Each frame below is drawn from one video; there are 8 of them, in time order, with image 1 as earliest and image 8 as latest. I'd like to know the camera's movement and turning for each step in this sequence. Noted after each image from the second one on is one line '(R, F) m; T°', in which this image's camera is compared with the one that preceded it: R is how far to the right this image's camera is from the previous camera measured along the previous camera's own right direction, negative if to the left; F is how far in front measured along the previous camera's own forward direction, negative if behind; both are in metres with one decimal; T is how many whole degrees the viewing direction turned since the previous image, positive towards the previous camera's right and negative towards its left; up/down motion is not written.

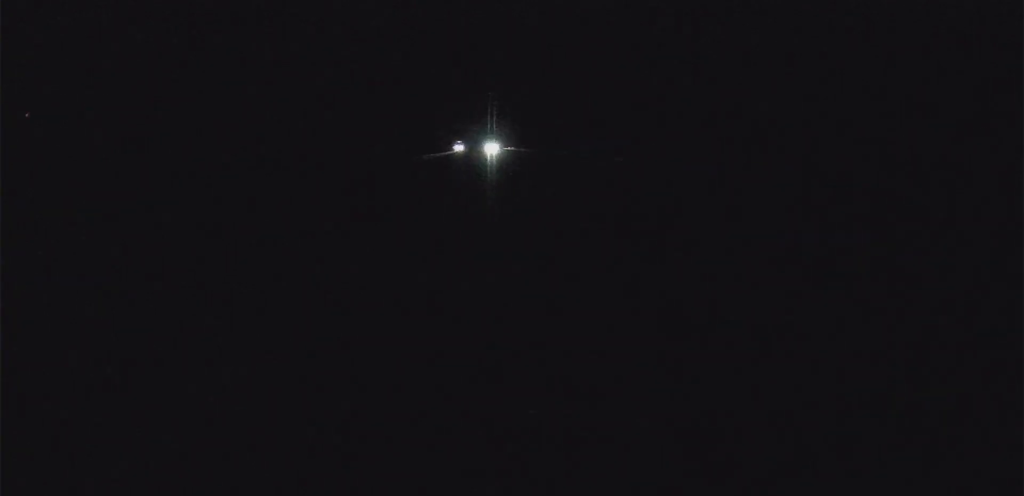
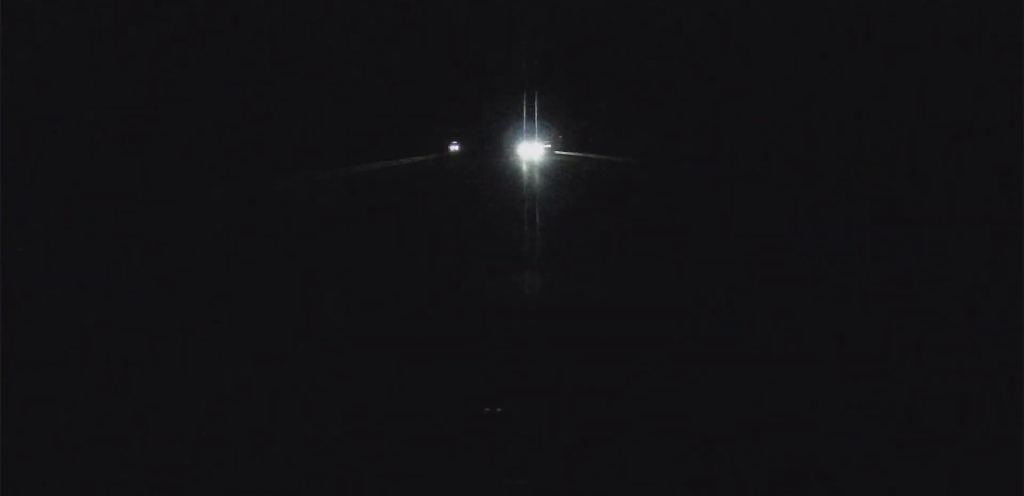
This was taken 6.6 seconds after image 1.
(+11.9, +172.2) m; +7°
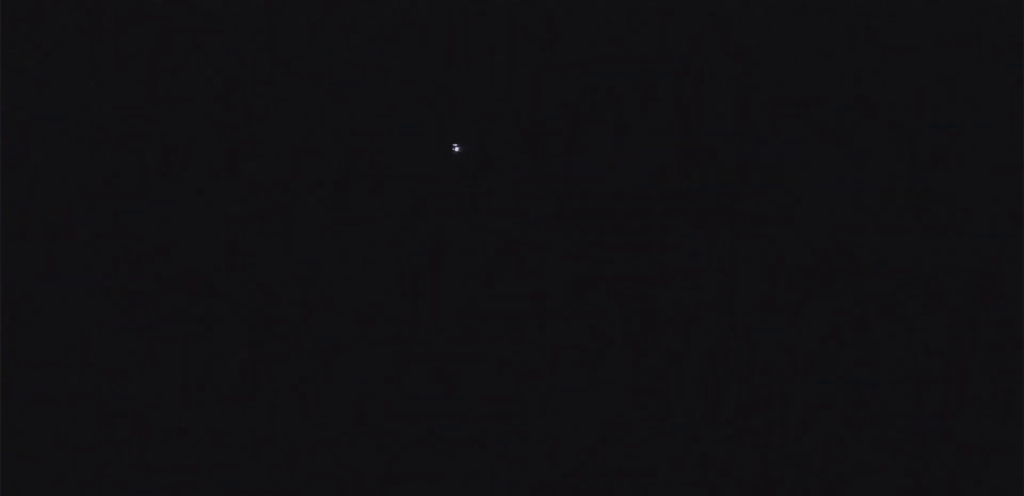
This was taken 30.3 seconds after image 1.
(+130.6, +637.8) m; +19°
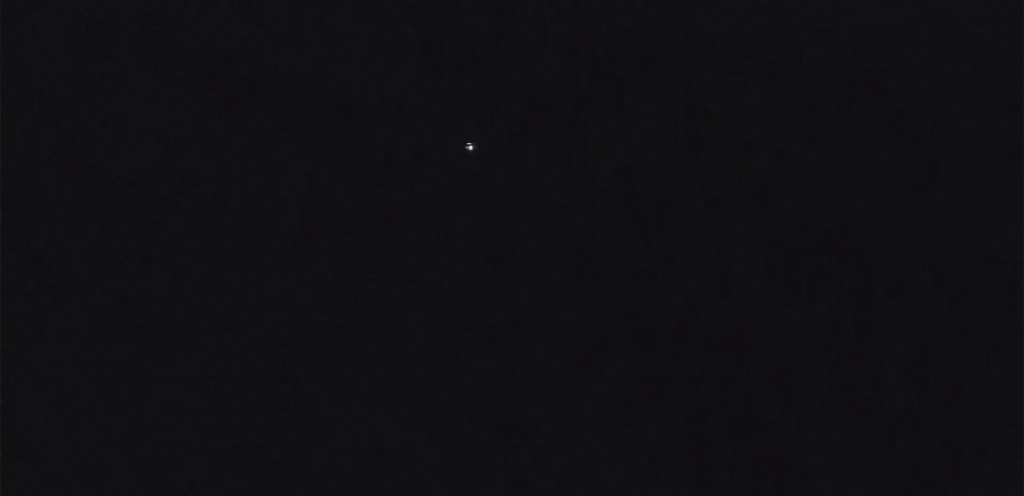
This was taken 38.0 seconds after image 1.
(+8.0, +231.7) m; +2°
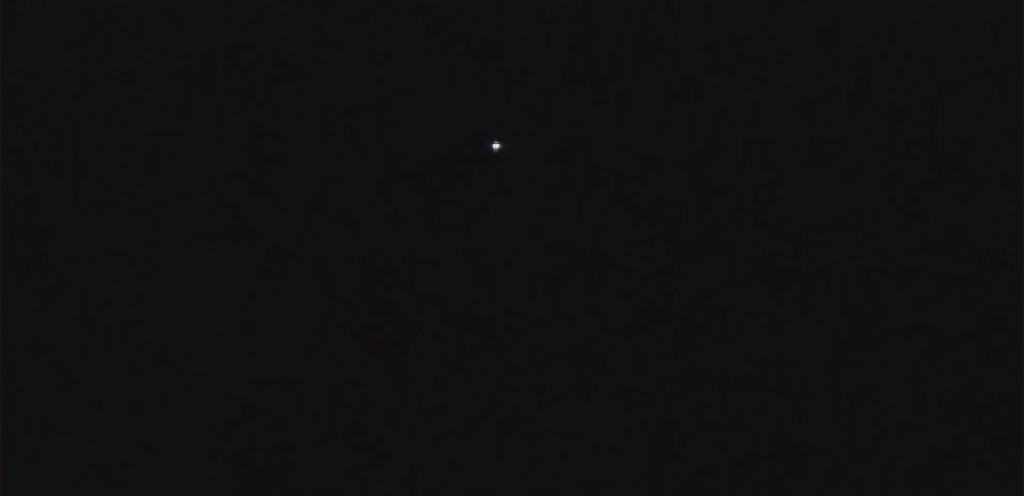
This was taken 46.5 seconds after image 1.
(+1.9, +218.8) m; -2°
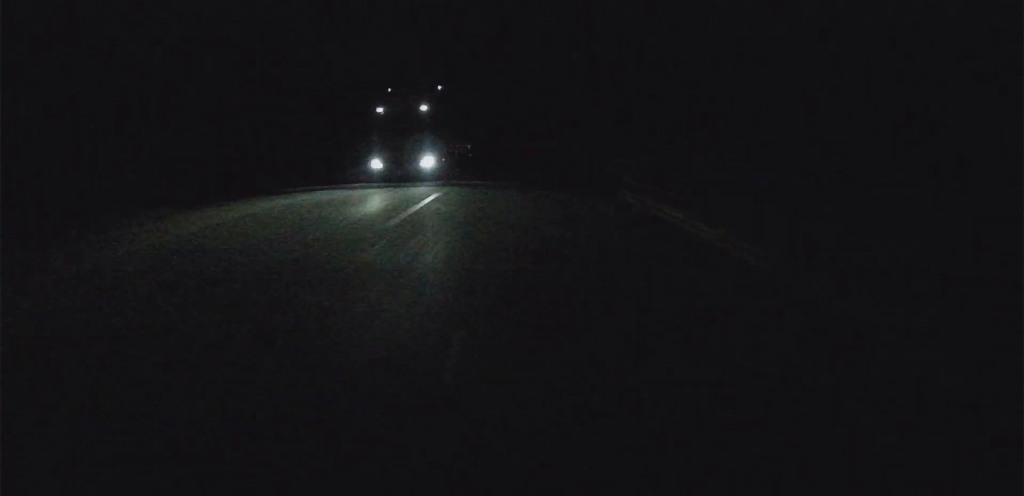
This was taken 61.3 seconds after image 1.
(-19.0, +406.4) m; -9°
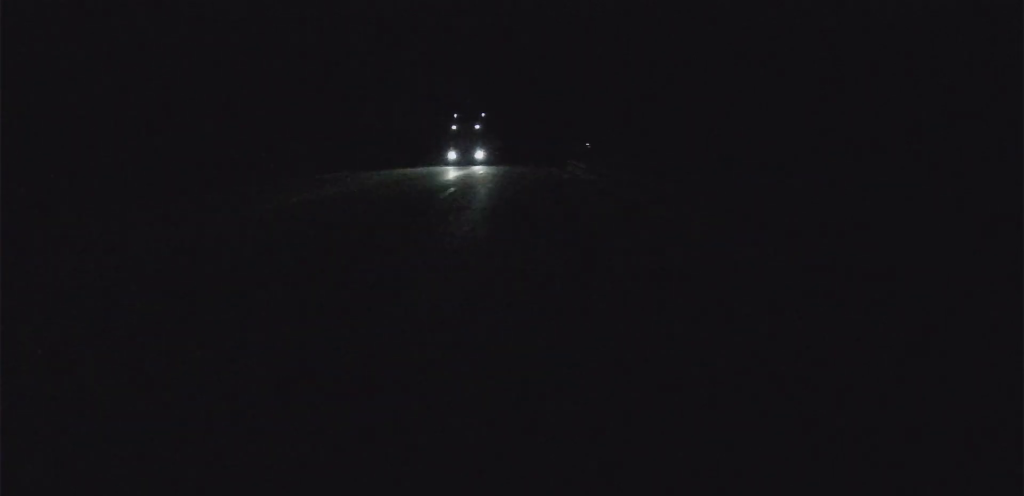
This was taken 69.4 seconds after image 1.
(-16.9, +228.9) m; -8°
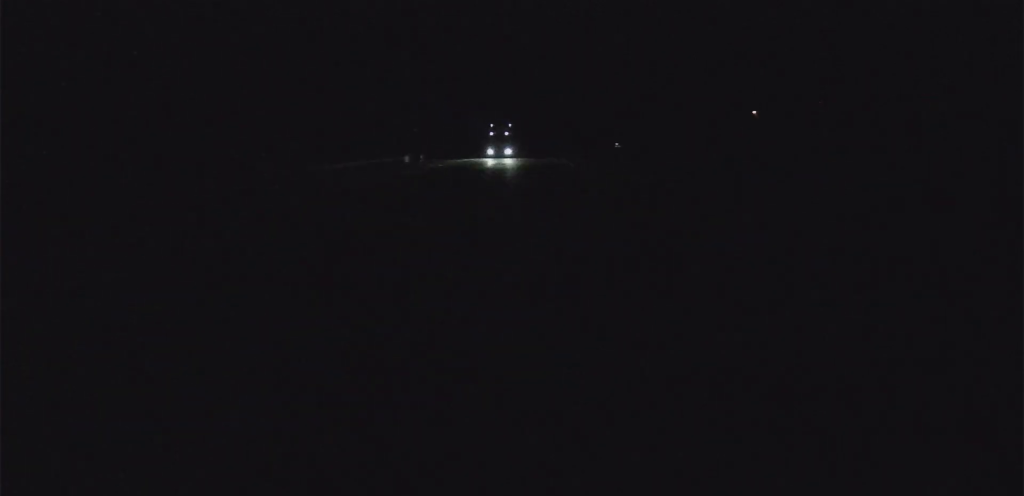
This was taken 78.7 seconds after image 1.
(-21.6, +242.0) m; -10°
